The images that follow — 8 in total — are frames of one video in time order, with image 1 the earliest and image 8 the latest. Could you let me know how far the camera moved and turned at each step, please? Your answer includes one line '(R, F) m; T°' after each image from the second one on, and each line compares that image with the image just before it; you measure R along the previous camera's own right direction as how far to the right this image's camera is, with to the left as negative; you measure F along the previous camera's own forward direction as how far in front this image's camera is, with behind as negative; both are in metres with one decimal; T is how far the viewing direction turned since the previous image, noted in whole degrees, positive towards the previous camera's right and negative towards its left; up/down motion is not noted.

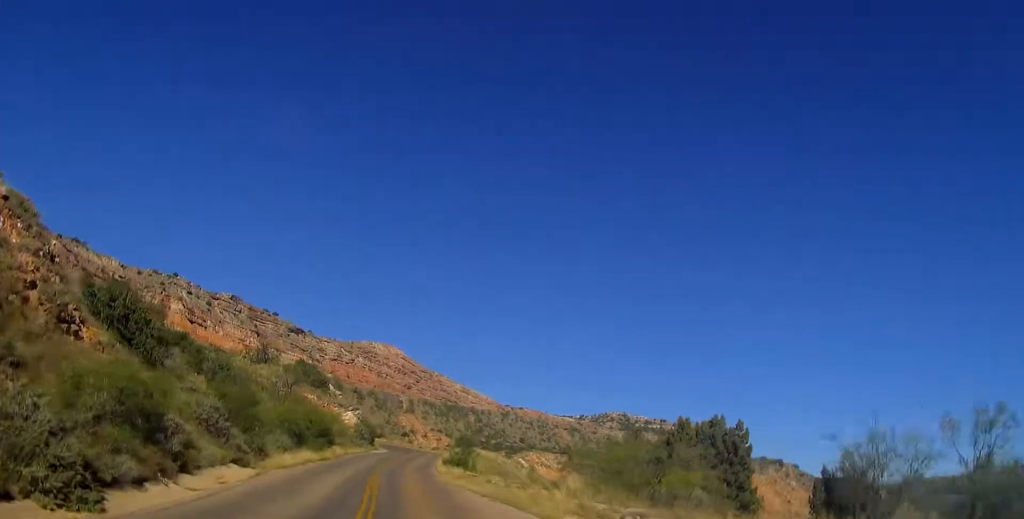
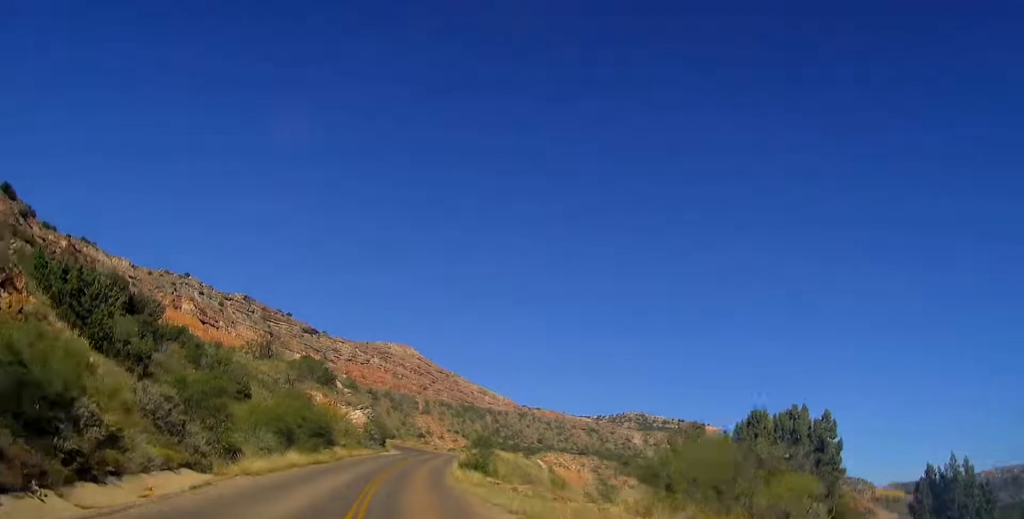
(0.0, +5.4) m; -1°
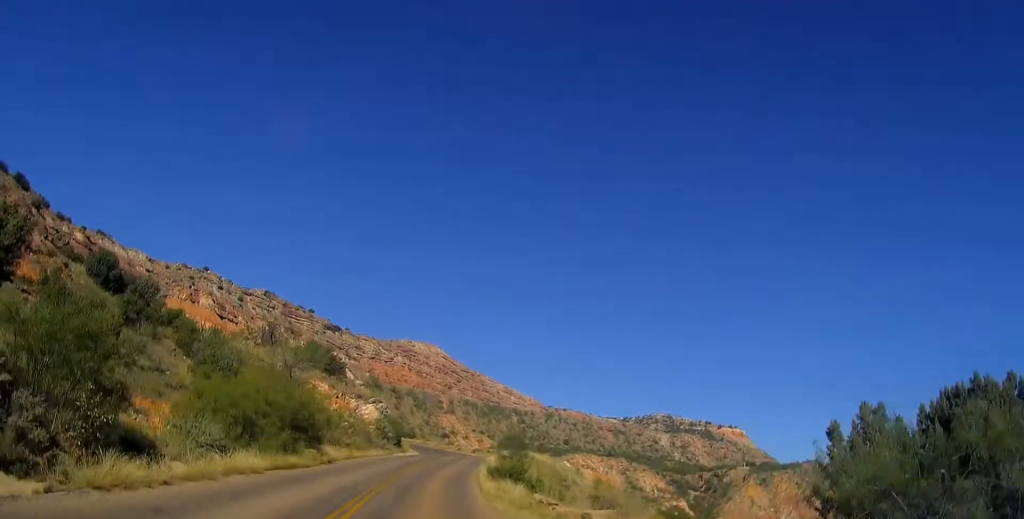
(-0.1, +9.2) m; -2°
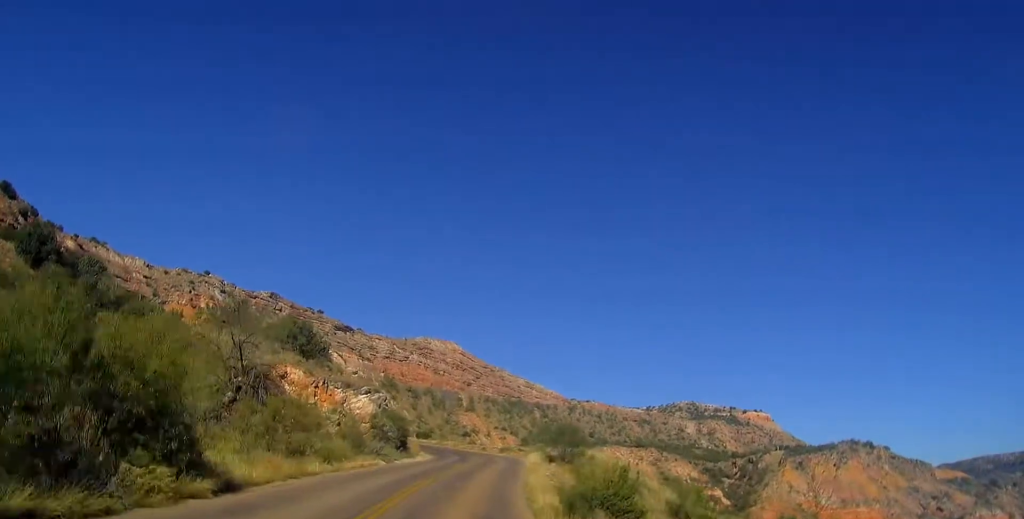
(-0.5, +15.2) m; -1°
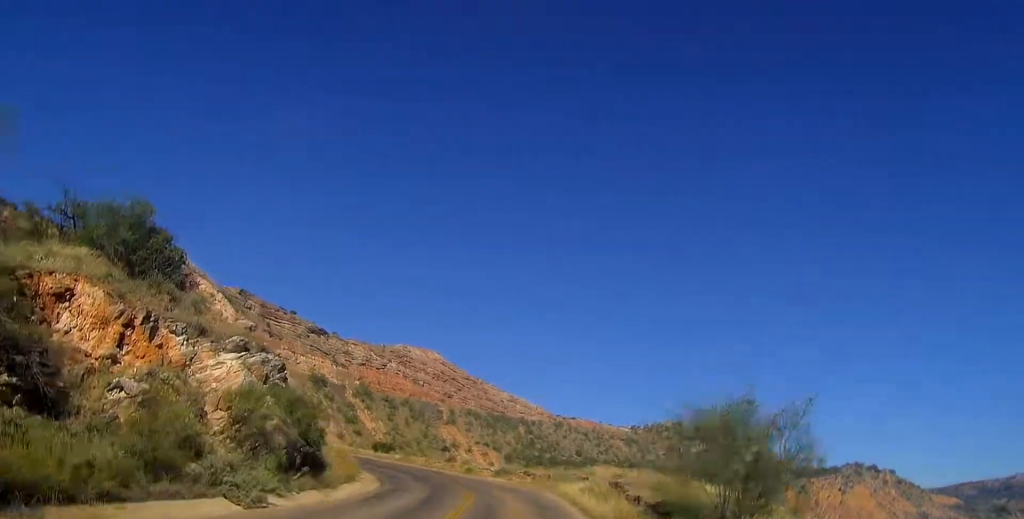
(+0.4, +22.5) m; +1°
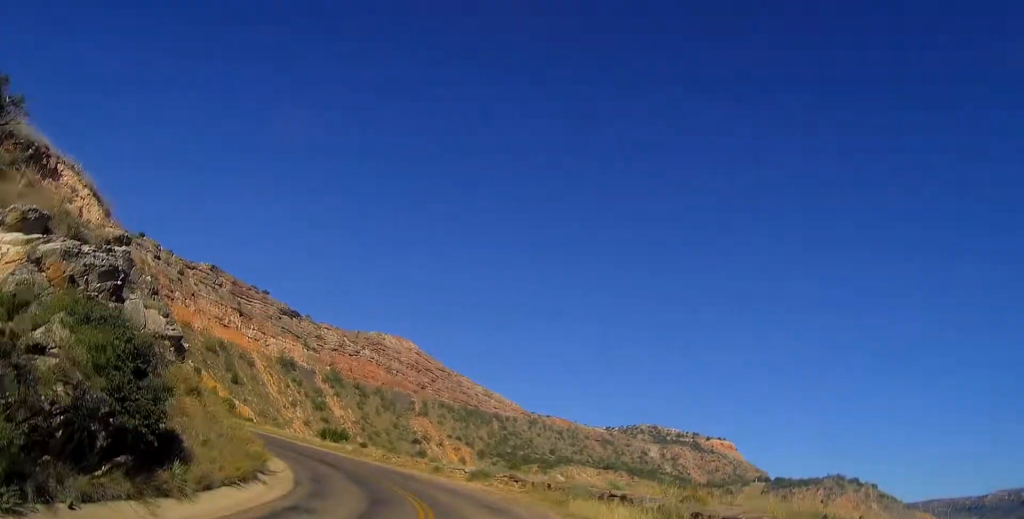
(-0.1, +10.4) m; 0°
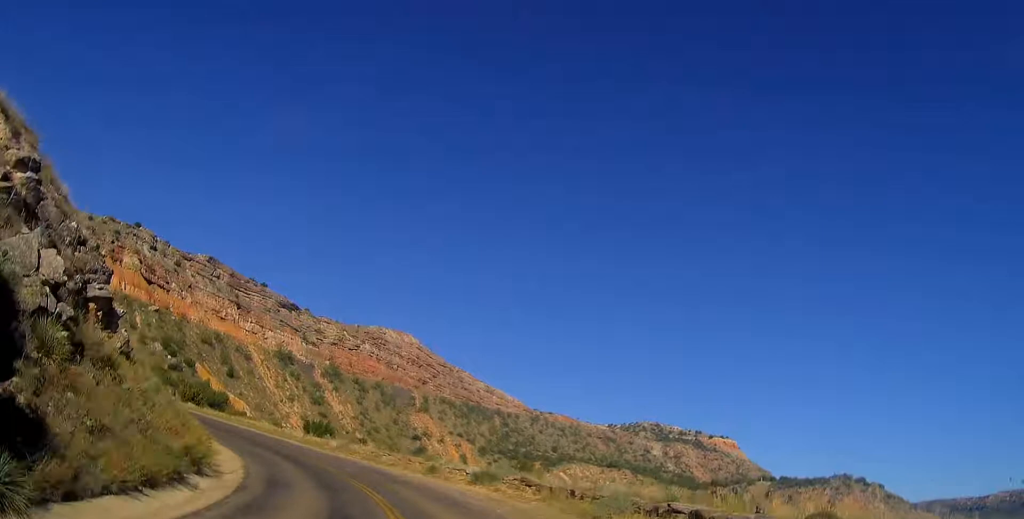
(0.0, +5.3) m; 0°
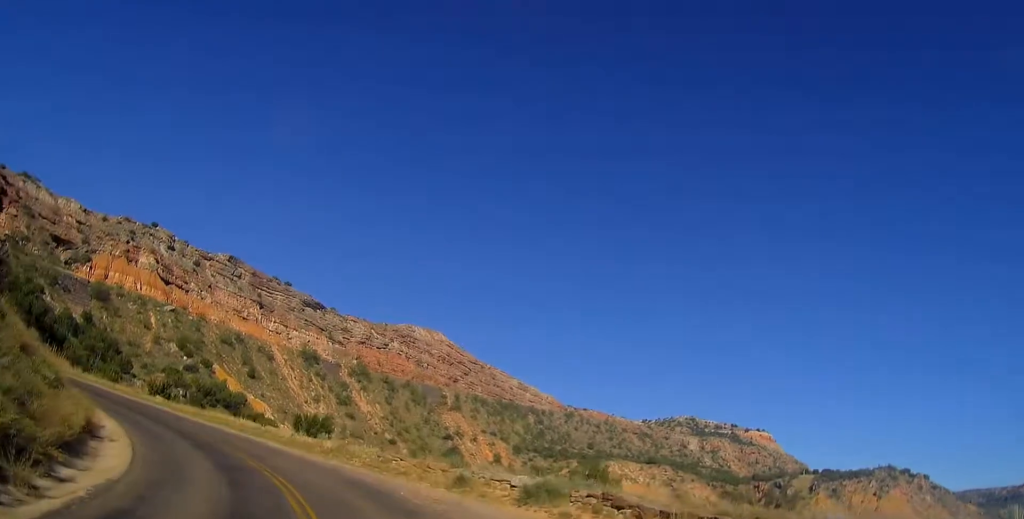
(+0.2, +9.5) m; -3°
